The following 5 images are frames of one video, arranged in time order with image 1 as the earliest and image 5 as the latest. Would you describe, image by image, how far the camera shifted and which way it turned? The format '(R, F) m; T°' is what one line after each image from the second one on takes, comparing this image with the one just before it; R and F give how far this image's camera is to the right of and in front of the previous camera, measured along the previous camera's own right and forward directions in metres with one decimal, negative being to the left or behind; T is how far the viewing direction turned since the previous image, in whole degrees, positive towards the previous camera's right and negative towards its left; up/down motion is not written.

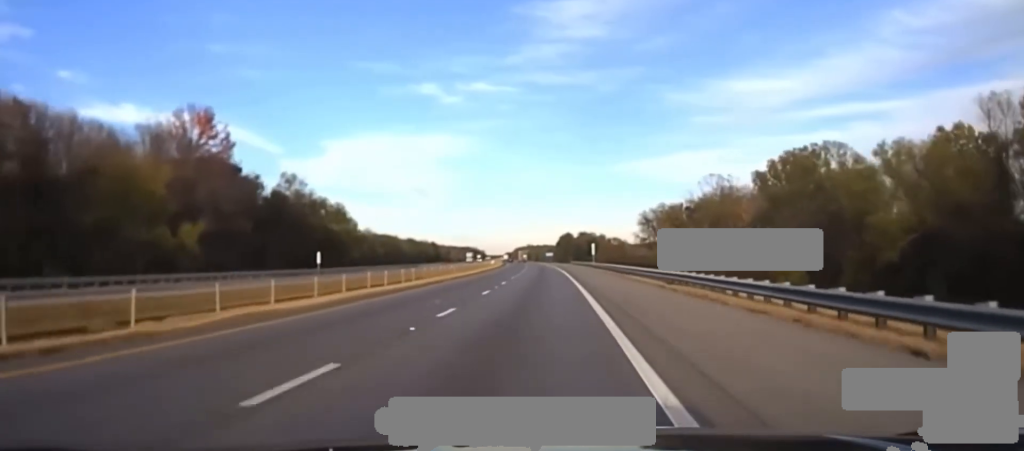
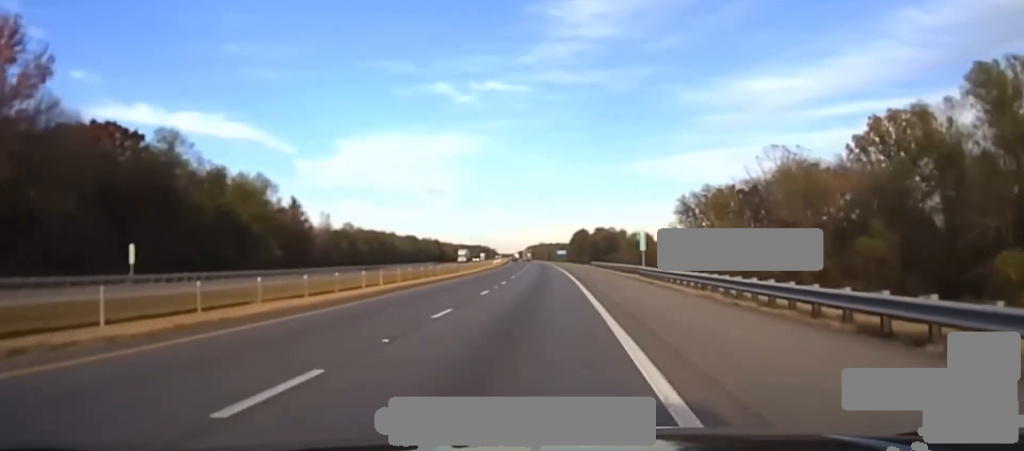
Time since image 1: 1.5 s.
(0.0, +54.9) m; 0°
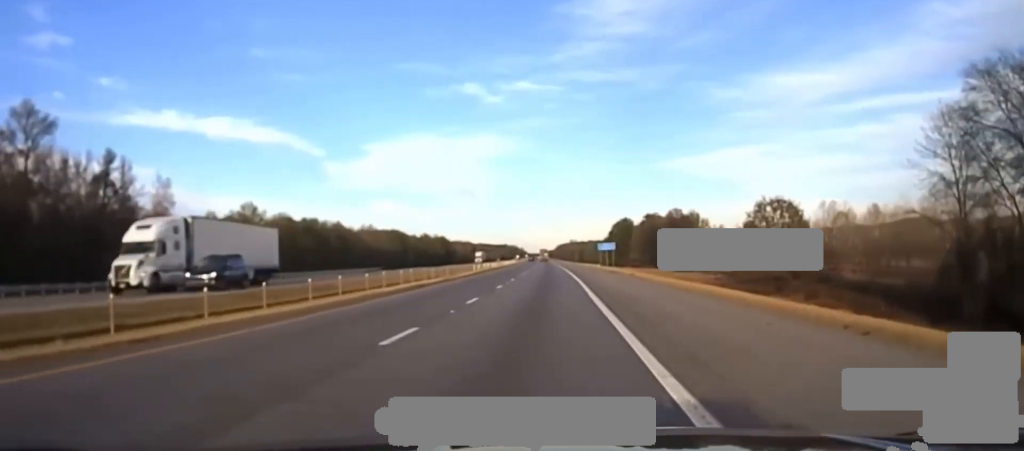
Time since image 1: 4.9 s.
(-2.6, +105.1) m; -3°
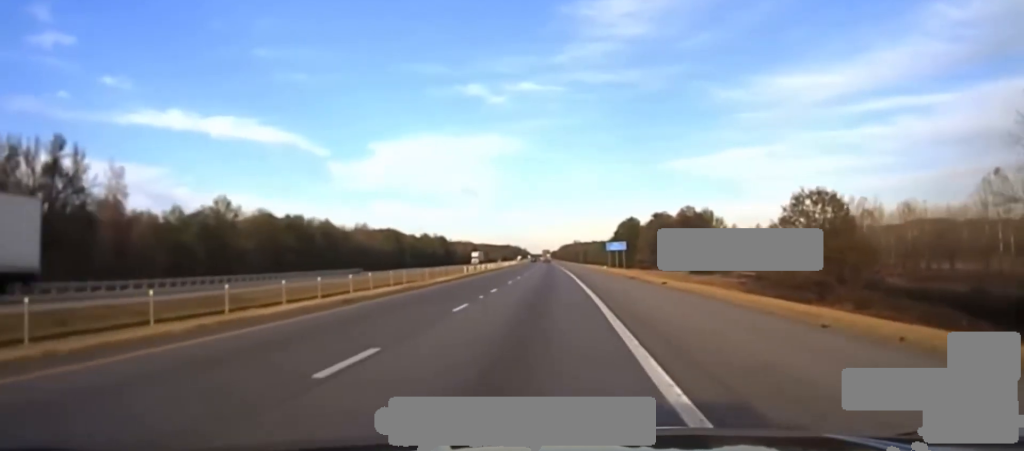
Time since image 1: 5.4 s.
(0.0, +14.9) m; 0°
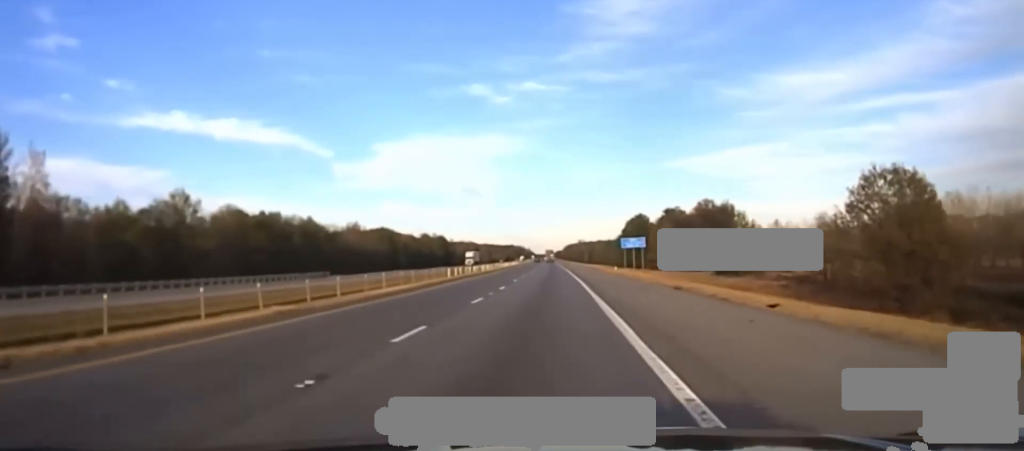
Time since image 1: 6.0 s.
(-0.1, +20.2) m; 0°
